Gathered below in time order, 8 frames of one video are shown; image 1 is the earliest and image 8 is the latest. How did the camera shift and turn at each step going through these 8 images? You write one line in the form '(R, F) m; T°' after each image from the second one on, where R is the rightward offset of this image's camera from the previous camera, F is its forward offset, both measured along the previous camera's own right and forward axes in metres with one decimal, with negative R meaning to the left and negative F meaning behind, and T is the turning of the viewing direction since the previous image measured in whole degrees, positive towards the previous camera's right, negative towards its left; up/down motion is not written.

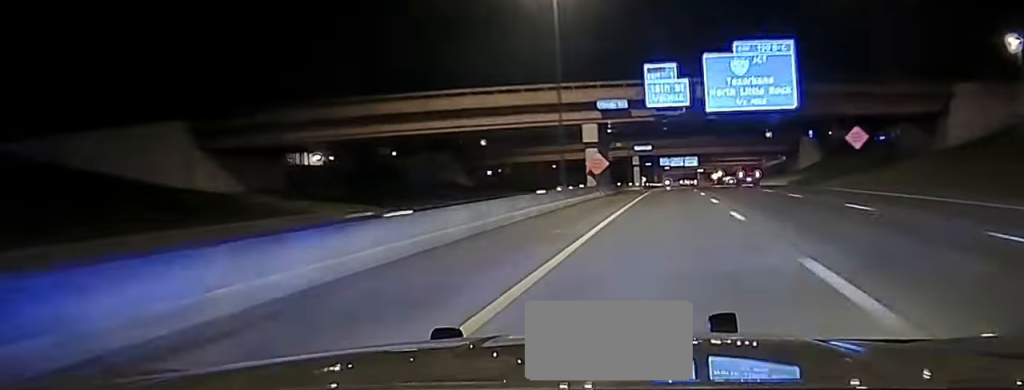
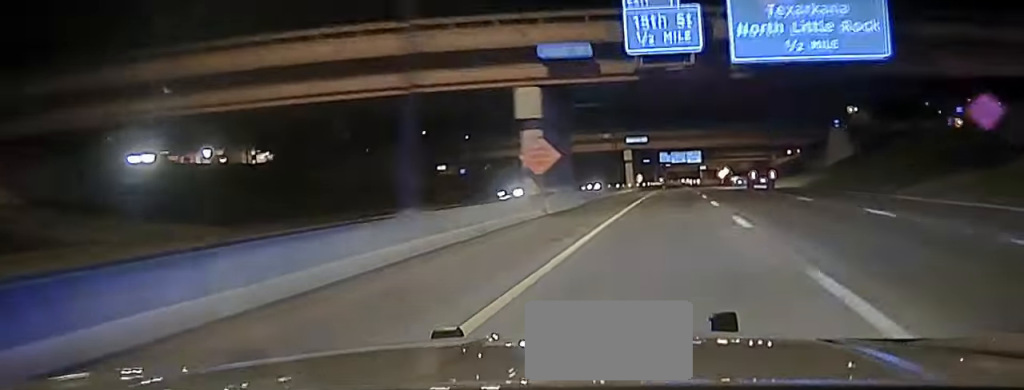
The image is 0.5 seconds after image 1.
(0.0, +25.3) m; 0°
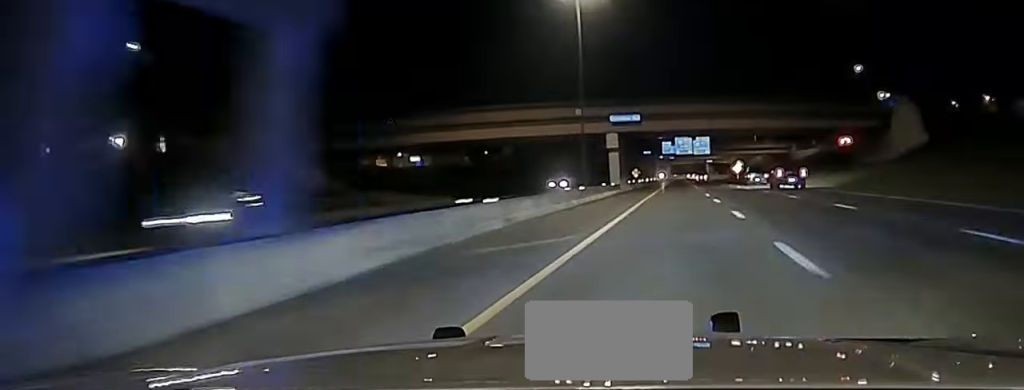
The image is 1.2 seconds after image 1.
(0.0, +34.9) m; 0°
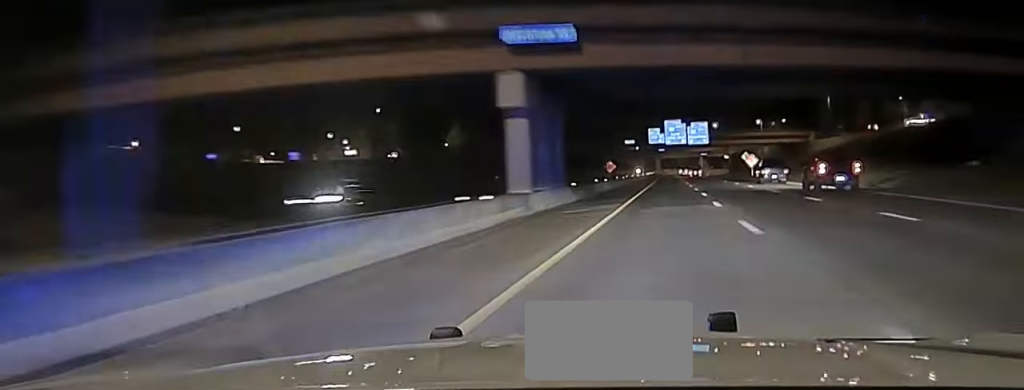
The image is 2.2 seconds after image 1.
(0.0, +46.8) m; 0°
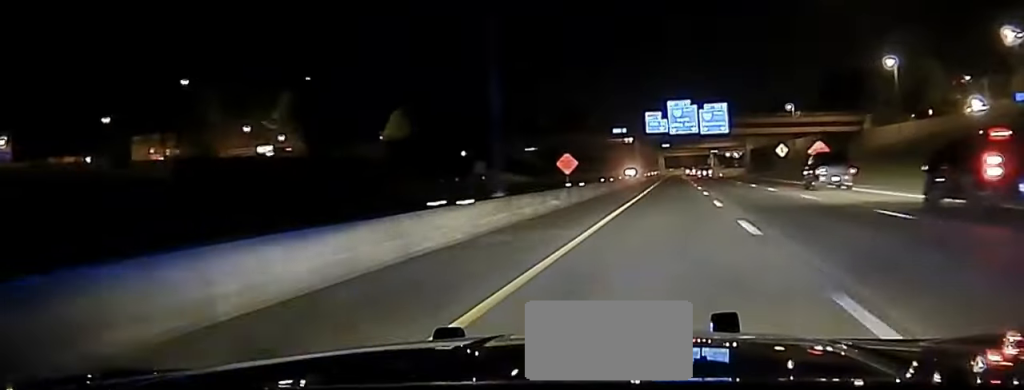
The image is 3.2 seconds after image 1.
(0.0, +47.9) m; 0°
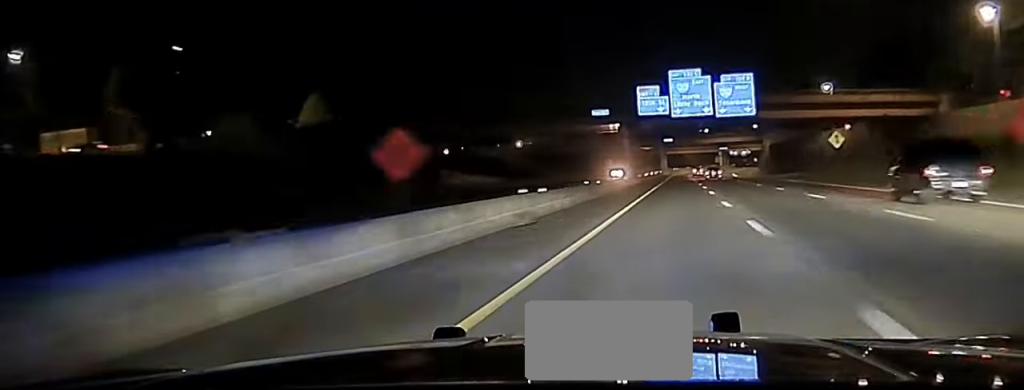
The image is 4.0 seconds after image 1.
(0.0, +40.8) m; 0°
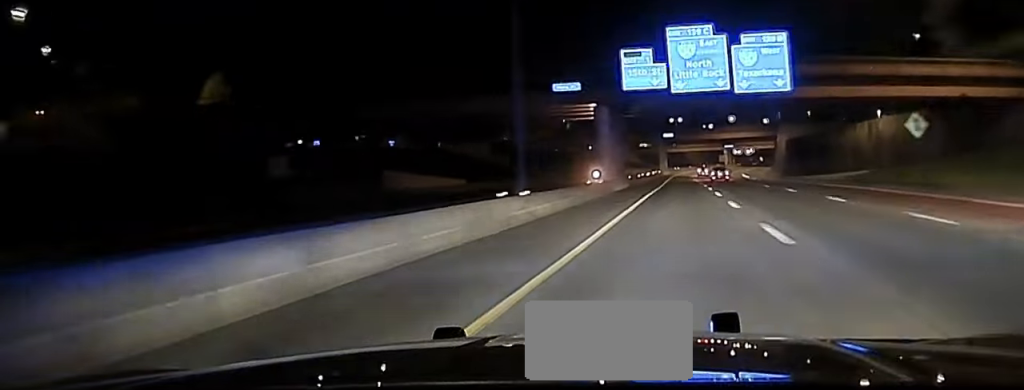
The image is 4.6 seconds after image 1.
(0.0, +26.2) m; 0°
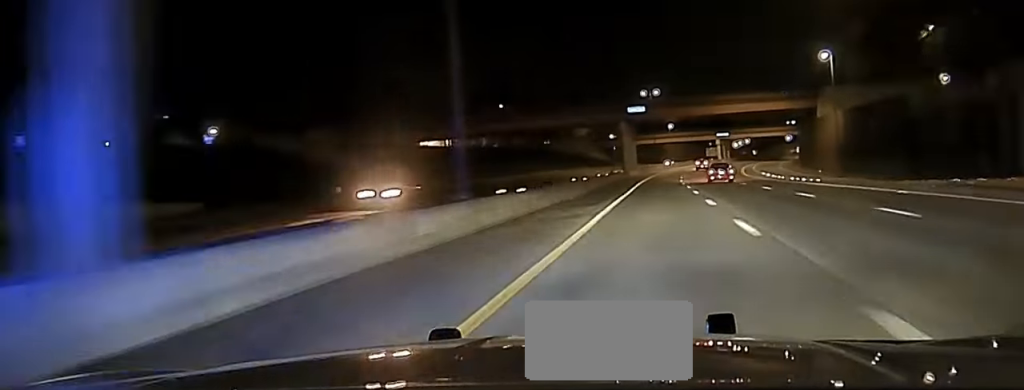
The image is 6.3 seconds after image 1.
(0.0, +76.8) m; +1°
